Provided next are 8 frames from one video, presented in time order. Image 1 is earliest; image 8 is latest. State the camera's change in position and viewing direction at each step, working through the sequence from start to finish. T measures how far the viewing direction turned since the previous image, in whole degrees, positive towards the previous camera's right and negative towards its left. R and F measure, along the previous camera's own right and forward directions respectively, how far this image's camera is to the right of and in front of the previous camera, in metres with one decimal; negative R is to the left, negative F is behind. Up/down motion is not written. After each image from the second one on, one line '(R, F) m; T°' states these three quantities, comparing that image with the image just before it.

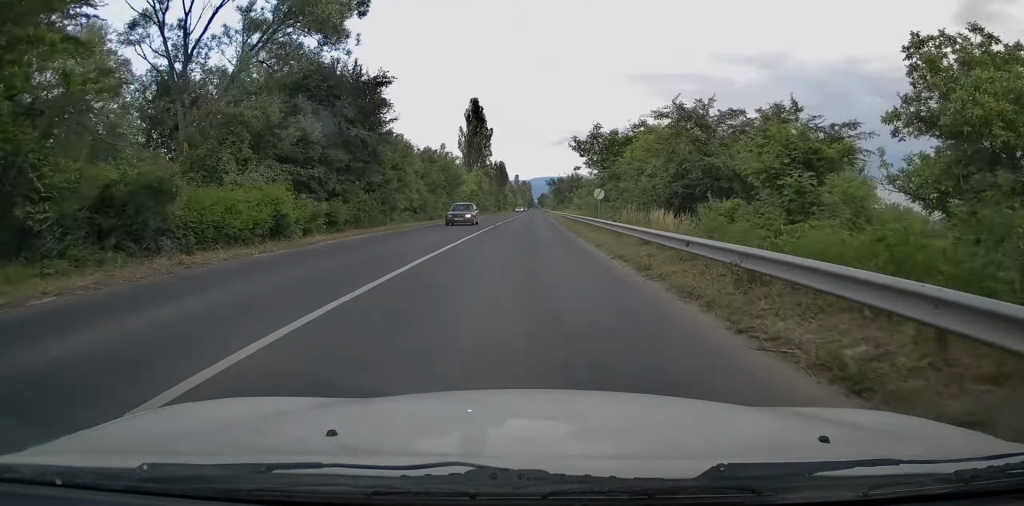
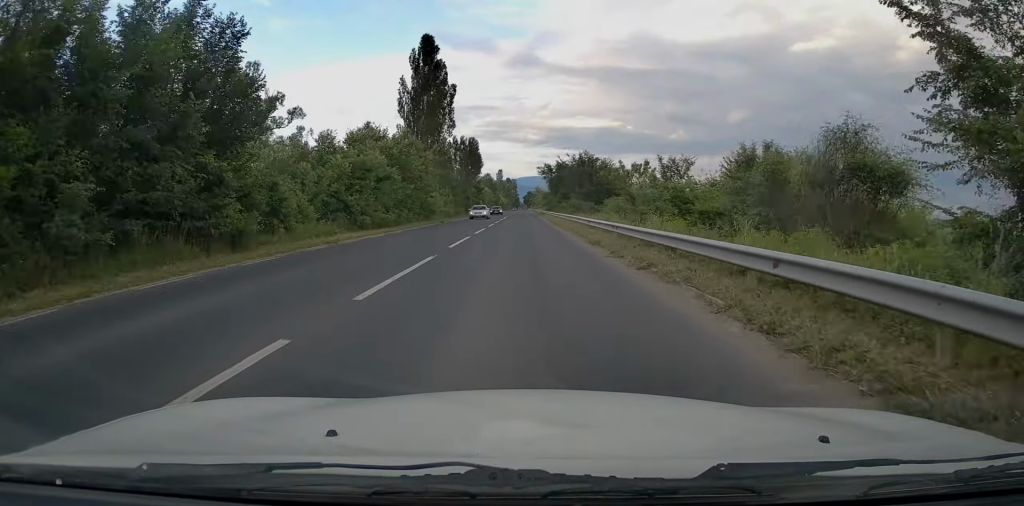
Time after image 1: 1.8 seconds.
(0.0, +47.8) m; 0°
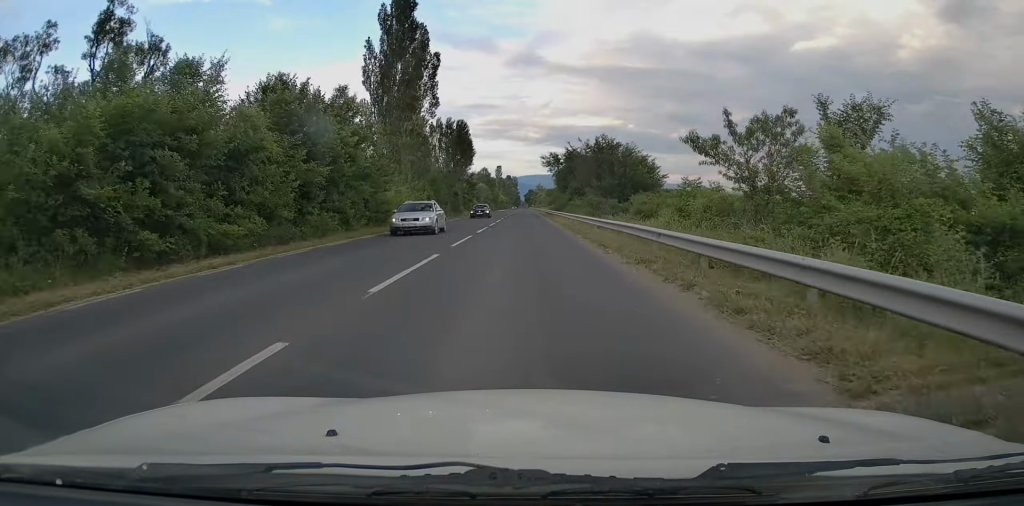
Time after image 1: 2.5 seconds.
(+0.2, +17.7) m; +1°
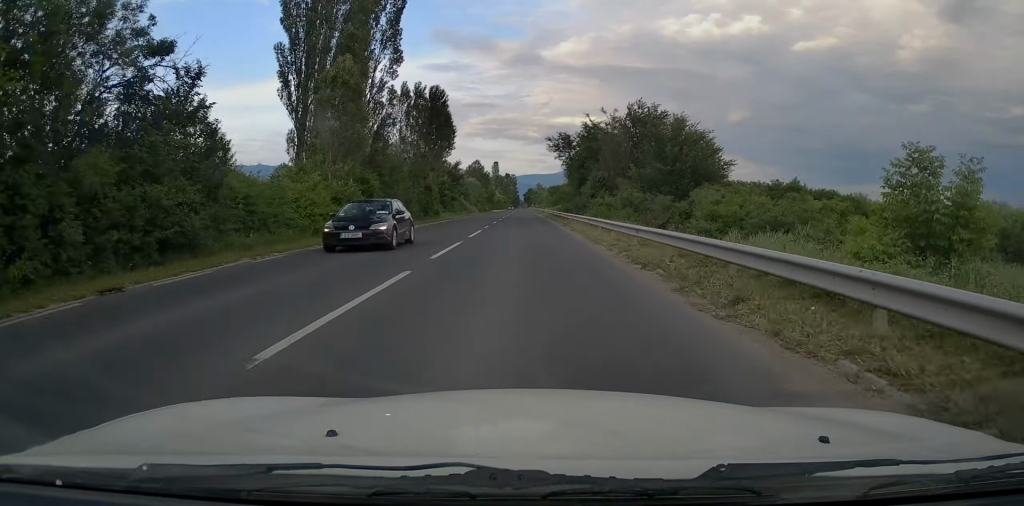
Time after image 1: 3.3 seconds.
(+0.1, +21.3) m; 0°
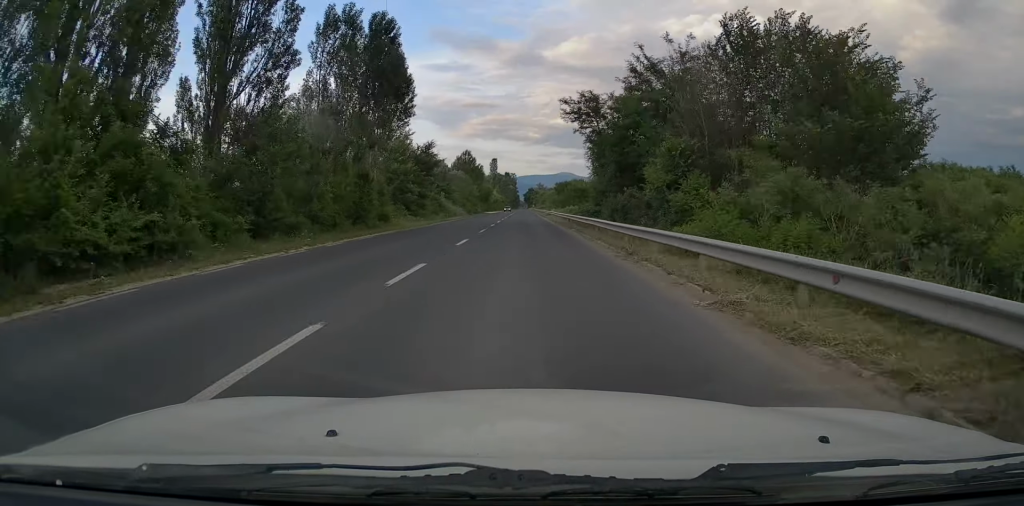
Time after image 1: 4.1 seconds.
(0.0, +22.2) m; 0°
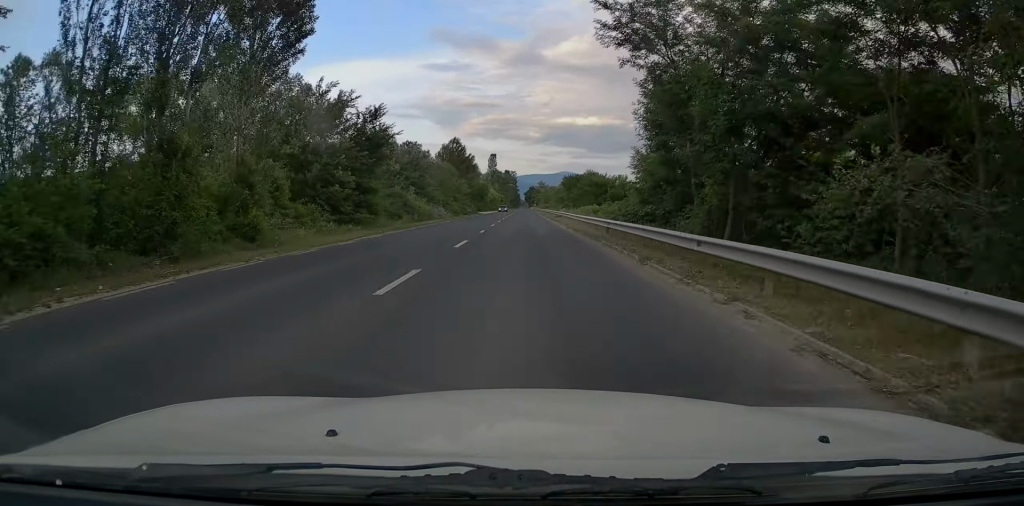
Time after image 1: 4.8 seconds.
(0.0, +18.7) m; 0°
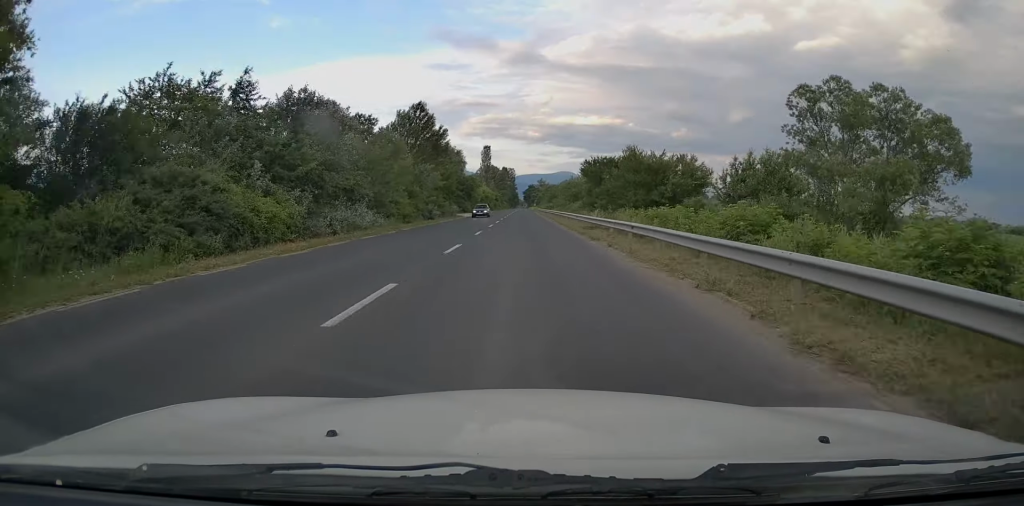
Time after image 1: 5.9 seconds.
(-0.1, +28.7) m; -1°
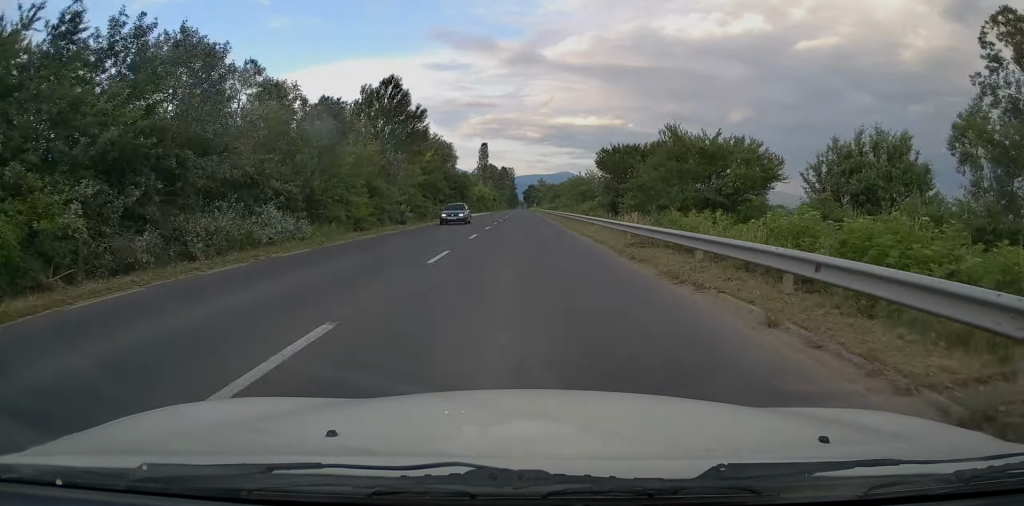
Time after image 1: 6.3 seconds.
(-0.2, +11.7) m; 0°
